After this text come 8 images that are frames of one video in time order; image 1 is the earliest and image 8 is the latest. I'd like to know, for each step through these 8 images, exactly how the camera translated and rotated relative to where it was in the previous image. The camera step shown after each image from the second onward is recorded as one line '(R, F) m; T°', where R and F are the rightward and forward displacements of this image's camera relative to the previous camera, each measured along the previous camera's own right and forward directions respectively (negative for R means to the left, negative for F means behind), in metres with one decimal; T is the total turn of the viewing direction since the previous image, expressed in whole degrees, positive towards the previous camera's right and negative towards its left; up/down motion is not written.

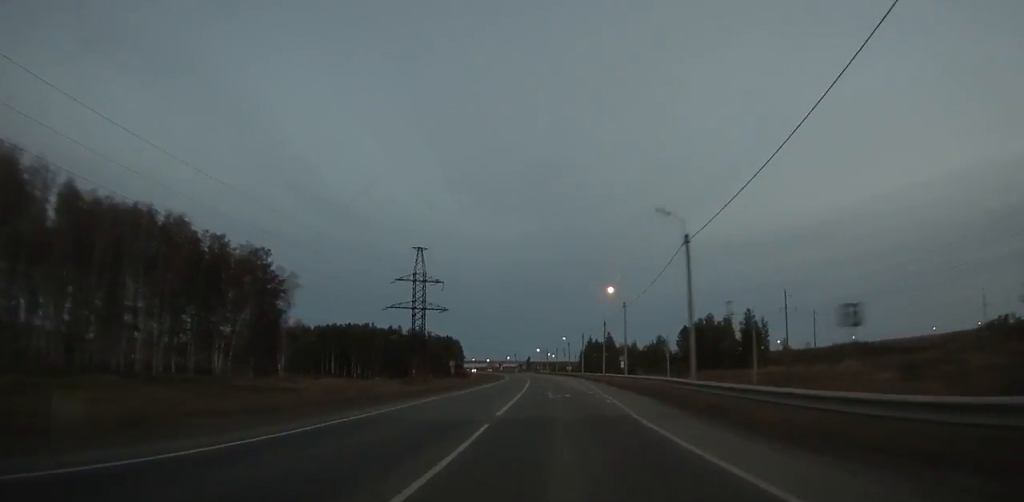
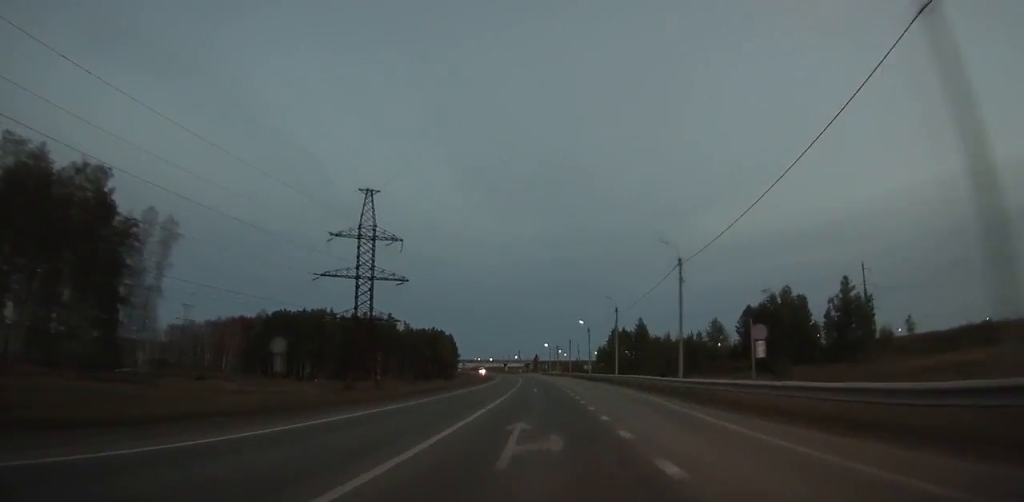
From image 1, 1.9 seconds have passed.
(-0.3, +46.2) m; -1°
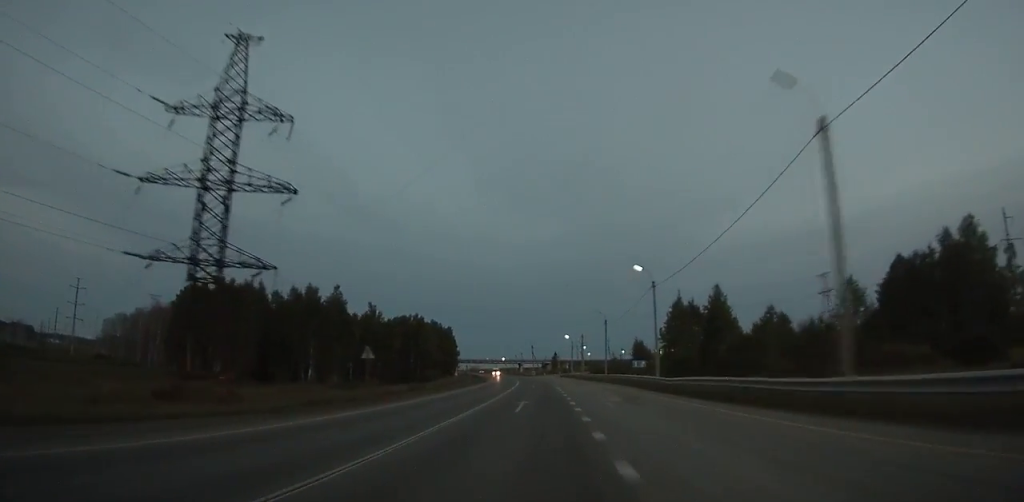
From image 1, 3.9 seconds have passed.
(-0.3, +48.1) m; -2°
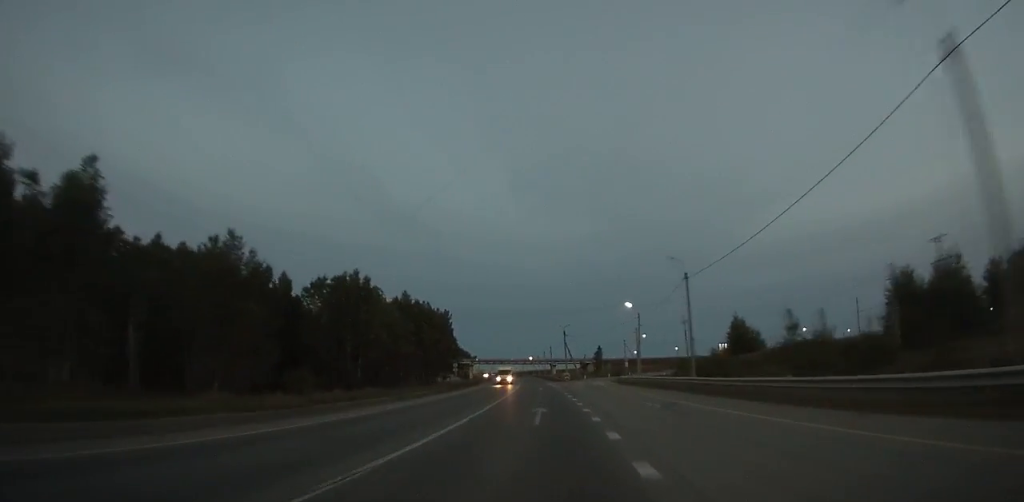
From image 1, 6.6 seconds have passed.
(-1.9, +63.7) m; -3°
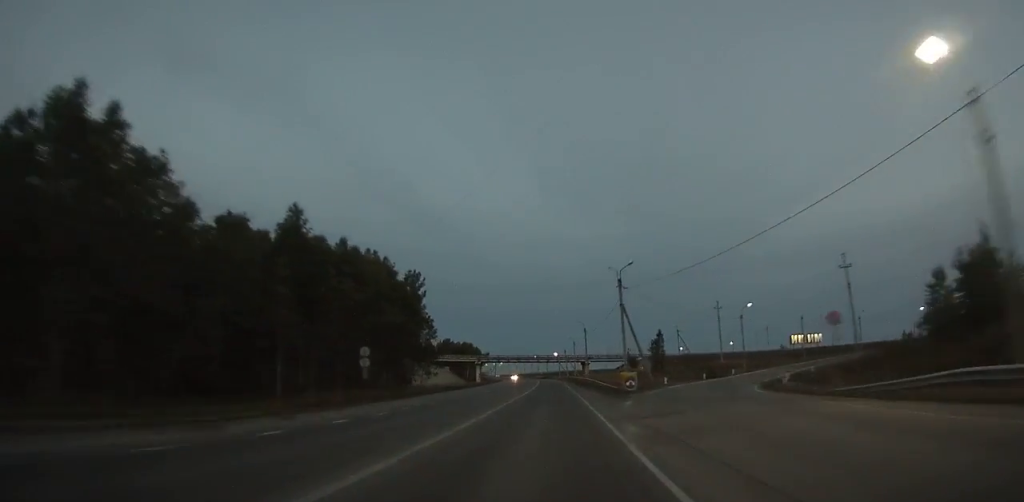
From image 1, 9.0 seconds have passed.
(-1.8, +55.9) m; -3°
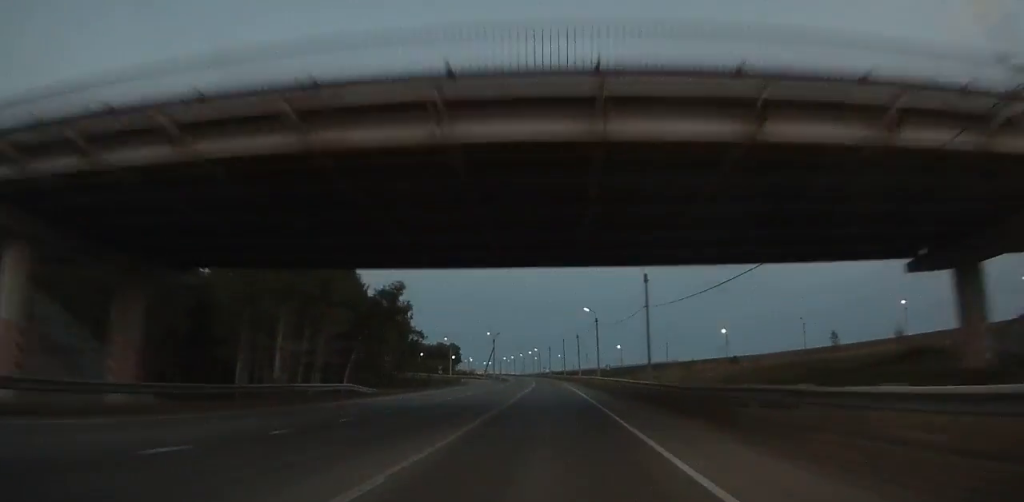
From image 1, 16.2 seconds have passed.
(-8.5, +166.9) m; -6°
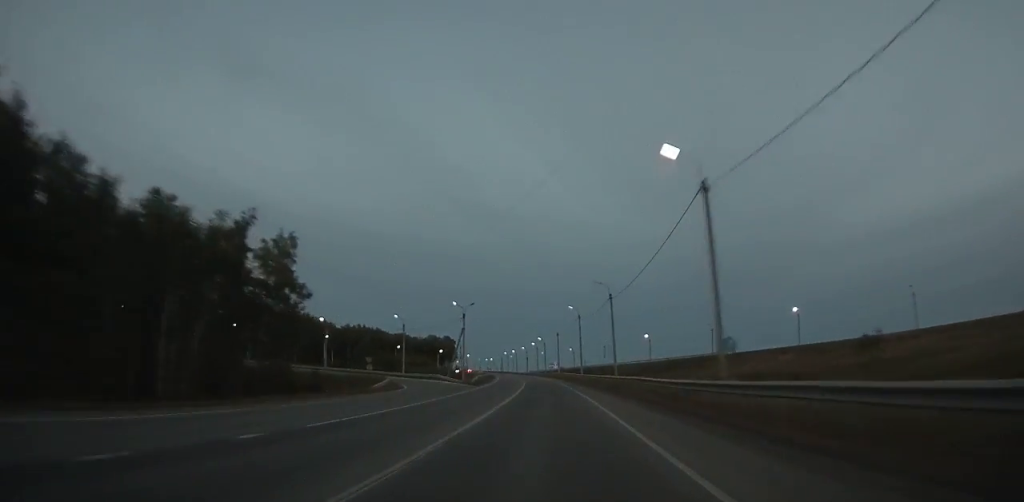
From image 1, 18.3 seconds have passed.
(-1.1, +49.6) m; -2°
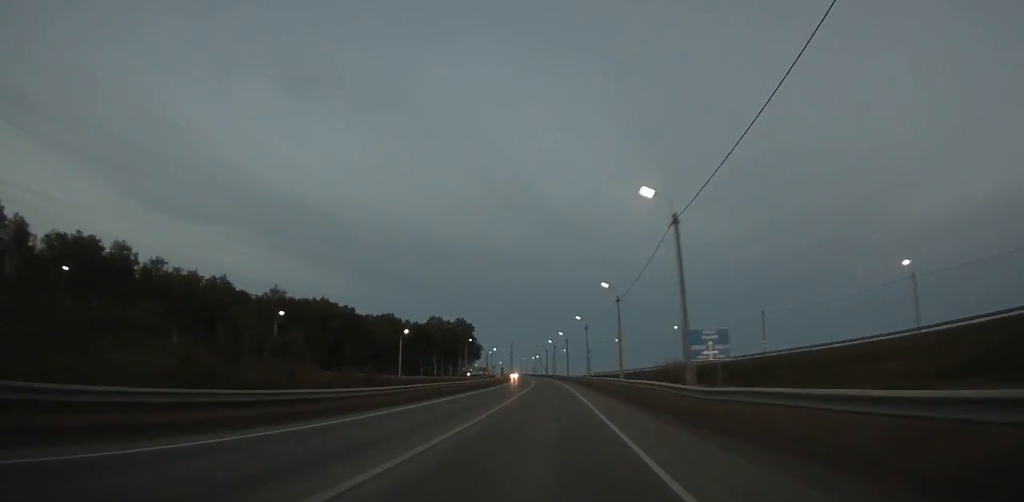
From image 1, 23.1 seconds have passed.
(-5.0, +115.1) m; -5°
